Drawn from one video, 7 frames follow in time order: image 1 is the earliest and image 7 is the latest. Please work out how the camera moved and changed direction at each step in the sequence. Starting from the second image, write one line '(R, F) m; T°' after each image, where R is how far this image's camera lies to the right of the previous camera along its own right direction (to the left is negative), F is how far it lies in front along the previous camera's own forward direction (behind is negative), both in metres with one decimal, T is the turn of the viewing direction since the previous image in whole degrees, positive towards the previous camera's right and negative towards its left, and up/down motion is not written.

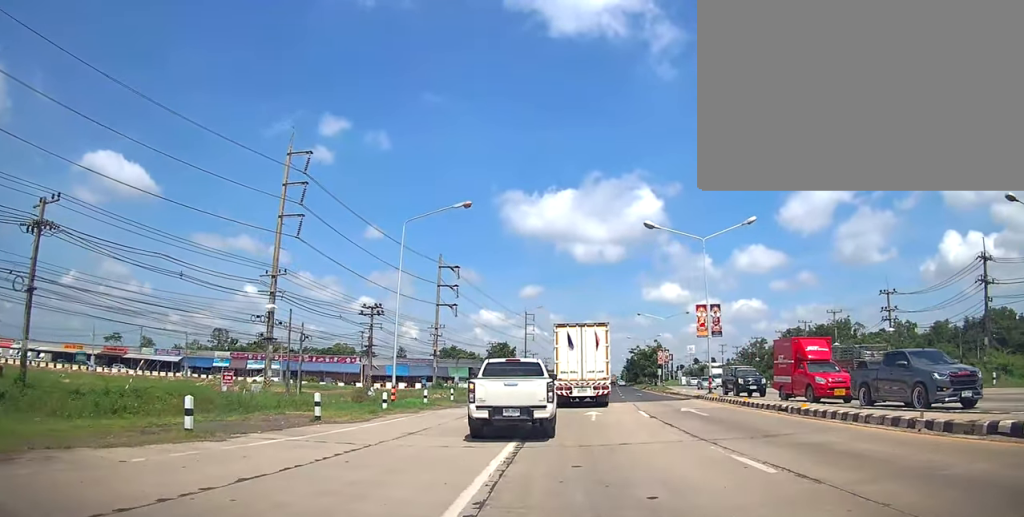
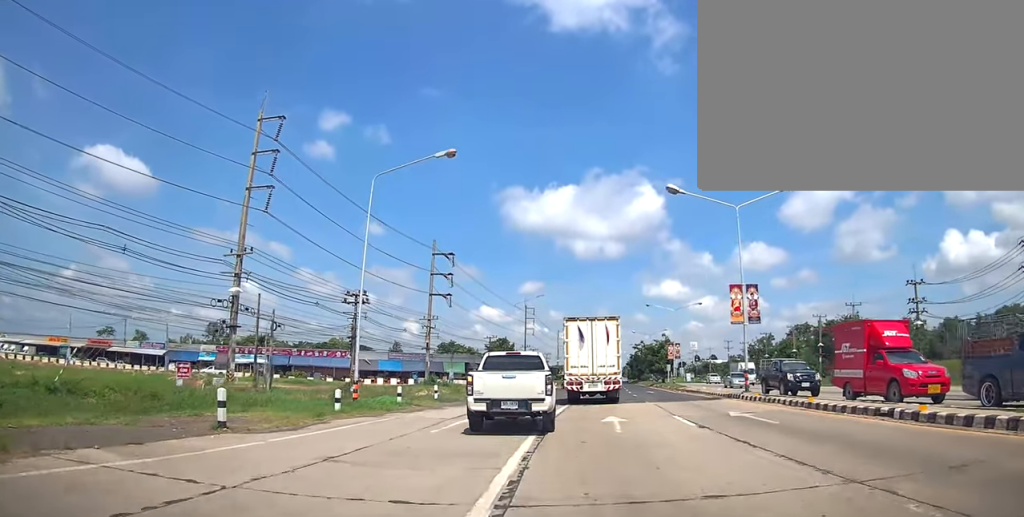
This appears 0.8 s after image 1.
(0.0, +5.9) m; +1°
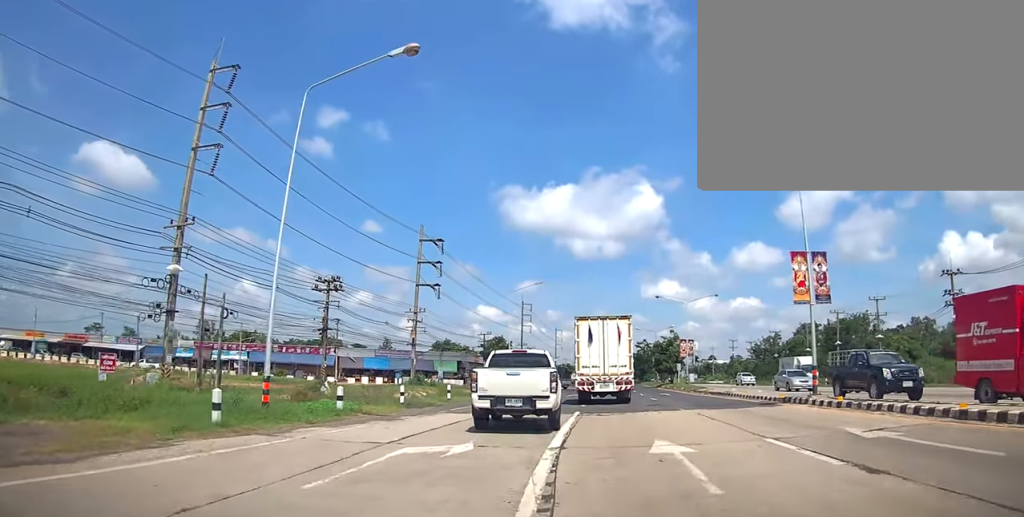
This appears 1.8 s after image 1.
(+0.1, +7.2) m; +1°
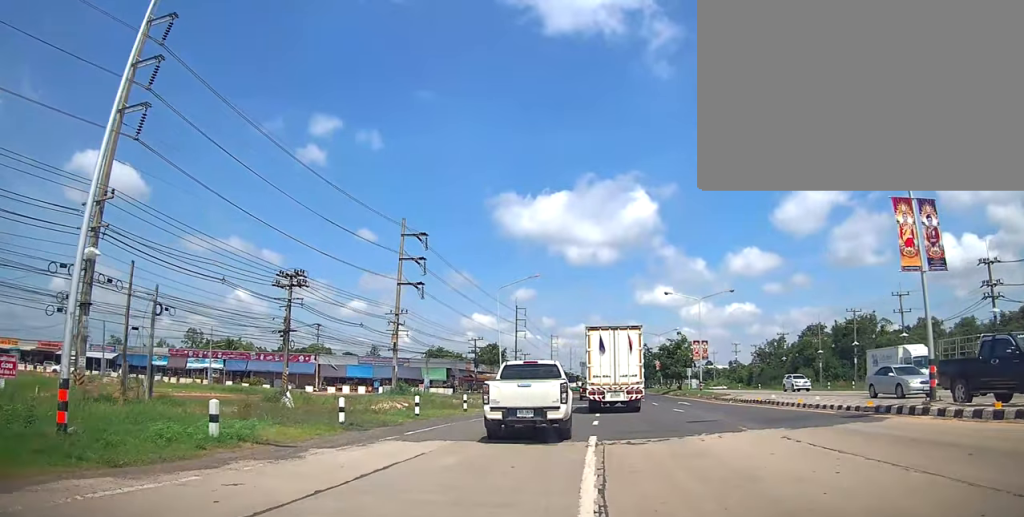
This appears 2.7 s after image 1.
(+0.1, +7.1) m; +1°
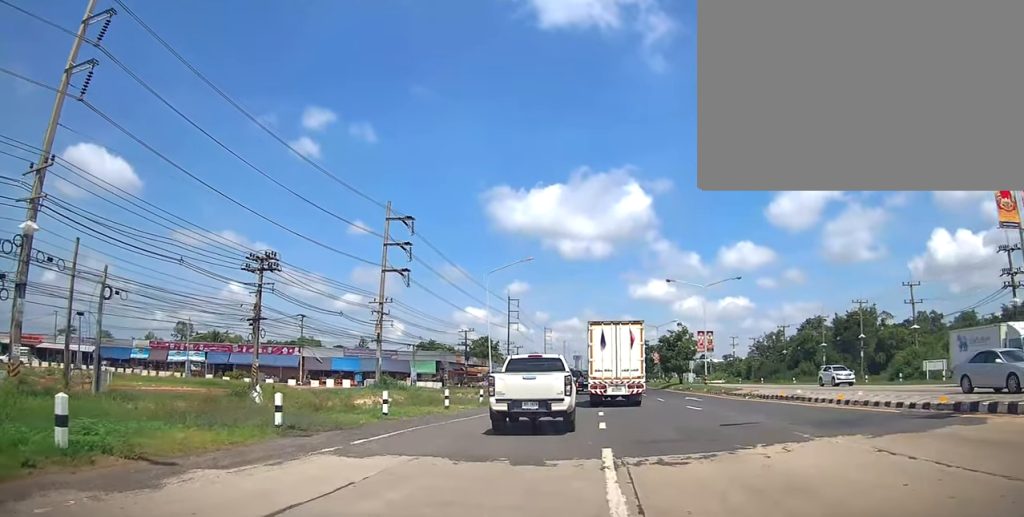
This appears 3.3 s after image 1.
(0.0, +4.0) m; 0°
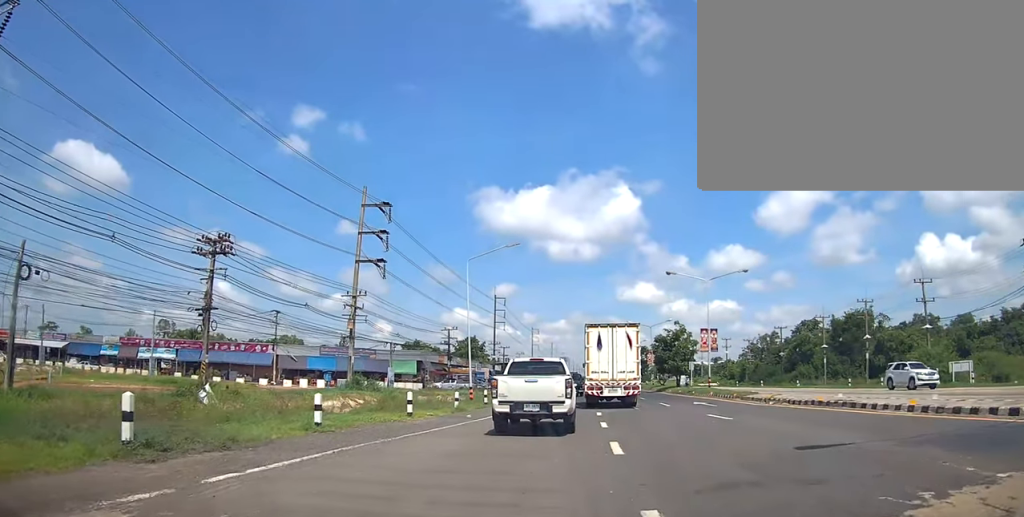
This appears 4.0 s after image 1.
(0.0, +5.0) m; 0°
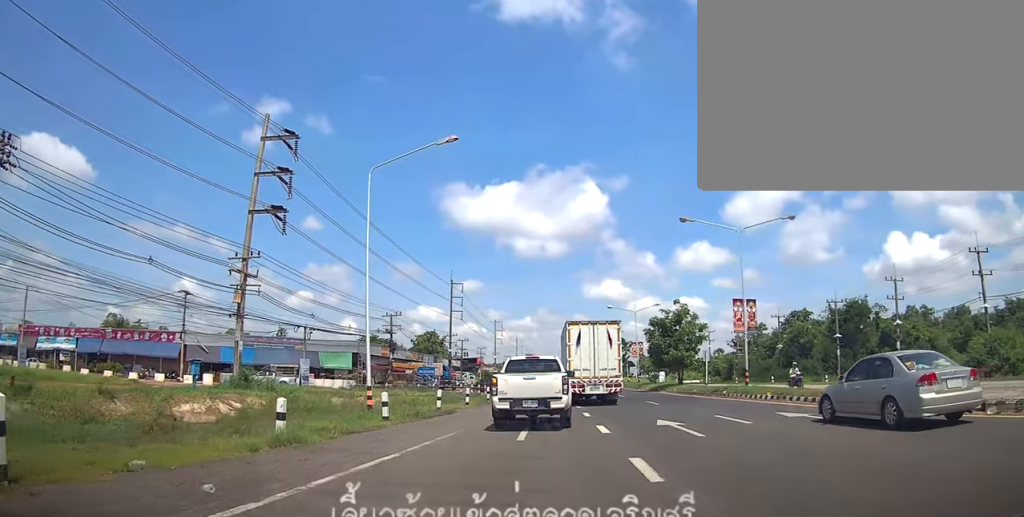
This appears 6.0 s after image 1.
(+0.2, +15.2) m; +2°
